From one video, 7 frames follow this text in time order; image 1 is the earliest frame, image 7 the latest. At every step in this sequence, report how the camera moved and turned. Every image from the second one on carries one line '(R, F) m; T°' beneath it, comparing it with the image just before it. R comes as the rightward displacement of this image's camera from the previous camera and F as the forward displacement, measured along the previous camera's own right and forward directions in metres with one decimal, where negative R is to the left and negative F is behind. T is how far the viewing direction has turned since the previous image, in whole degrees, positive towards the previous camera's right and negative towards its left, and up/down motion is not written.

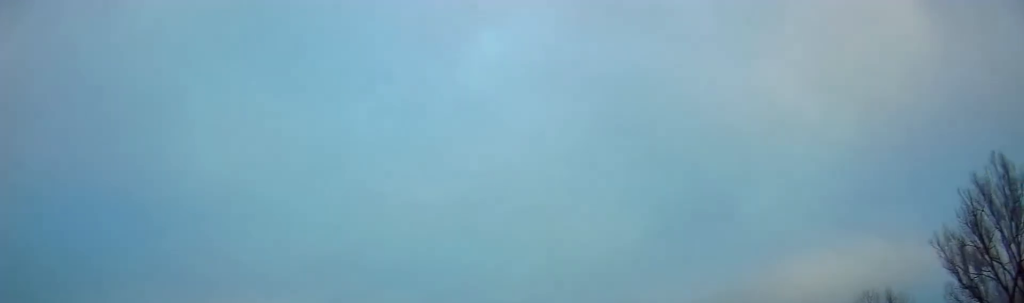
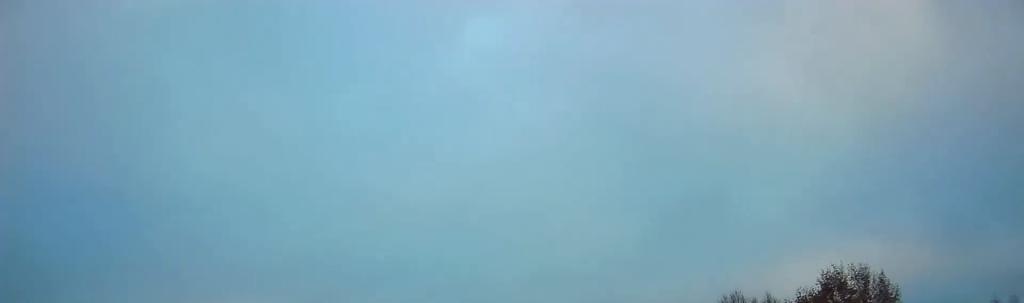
(-0.2, +28.8) m; 0°
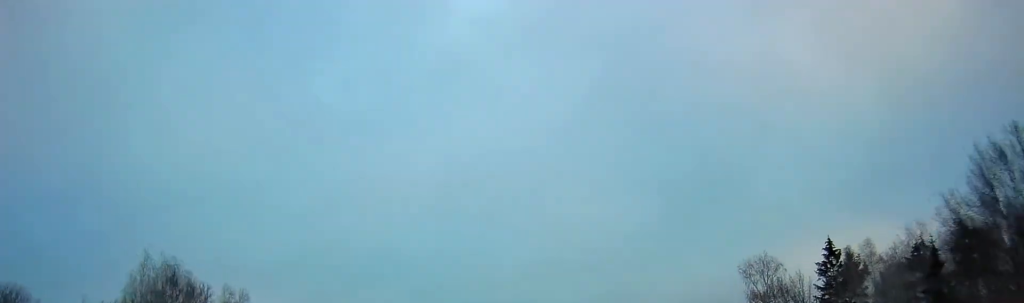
(+0.4, +62.5) m; +1°
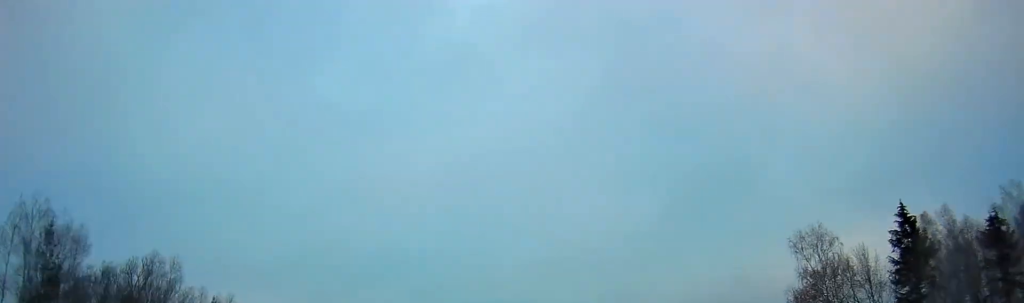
(-0.1, +16.6) m; 0°
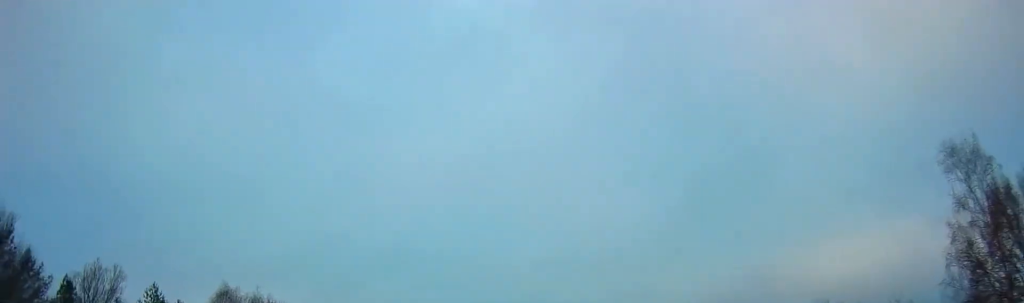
(+0.2, +32.6) m; 0°
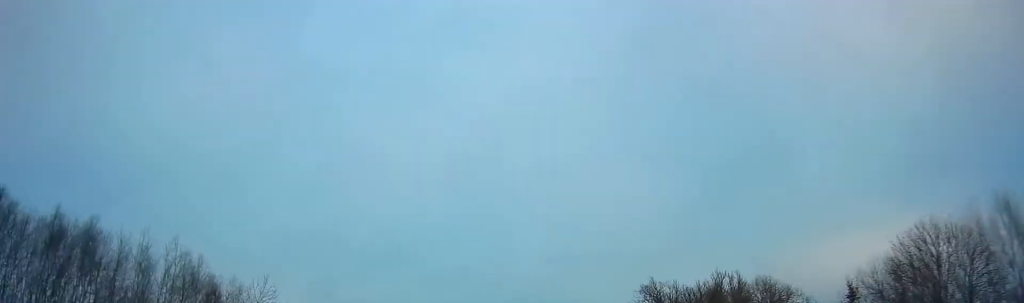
(-0.3, +50.4) m; -1°
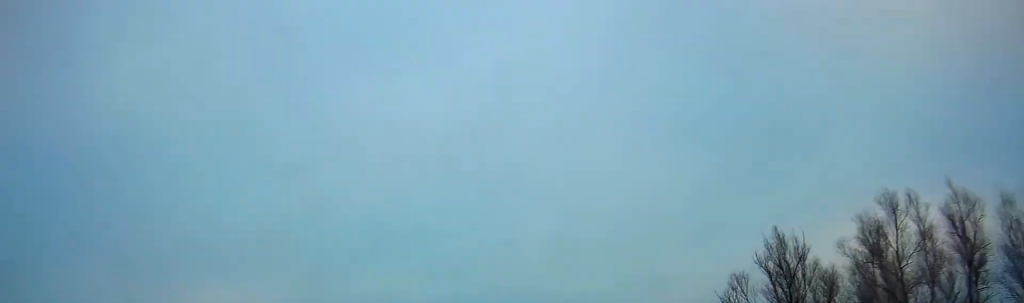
(-1.2, +87.4) m; -1°
